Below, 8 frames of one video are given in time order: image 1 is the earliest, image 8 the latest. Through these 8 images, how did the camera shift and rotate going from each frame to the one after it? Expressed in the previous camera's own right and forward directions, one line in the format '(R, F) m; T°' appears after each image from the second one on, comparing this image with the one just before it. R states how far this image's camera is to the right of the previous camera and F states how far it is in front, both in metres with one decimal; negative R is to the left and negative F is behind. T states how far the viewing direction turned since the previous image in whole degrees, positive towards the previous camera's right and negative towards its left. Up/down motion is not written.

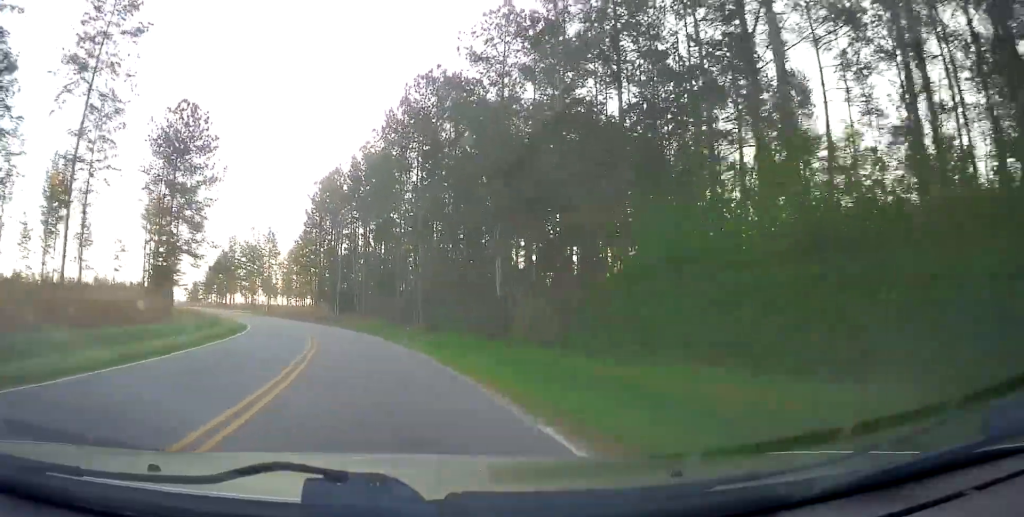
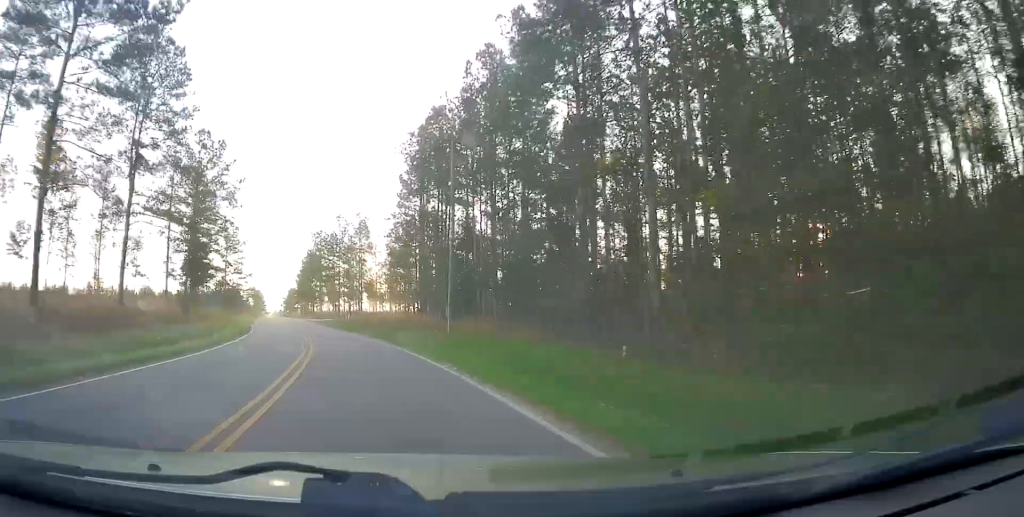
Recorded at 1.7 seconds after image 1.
(-0.9, +28.9) m; -7°
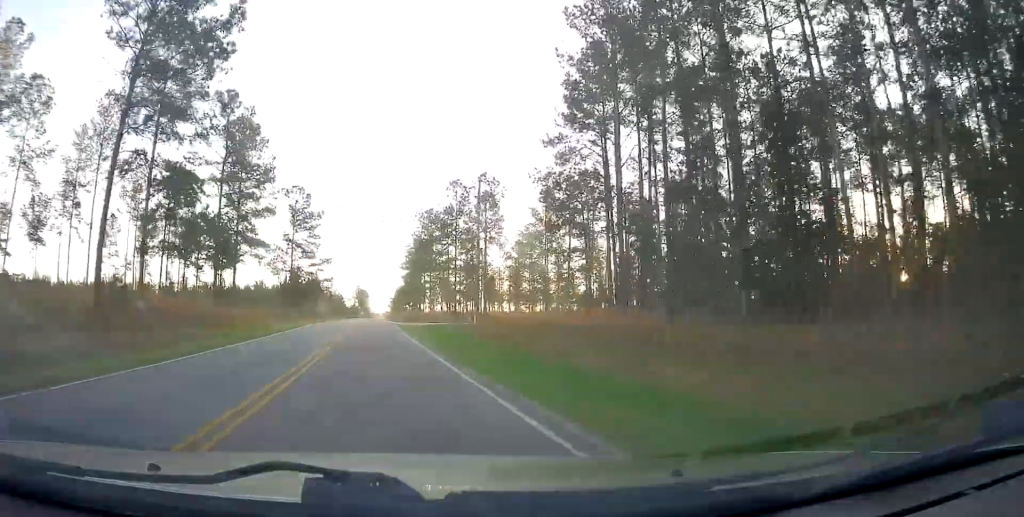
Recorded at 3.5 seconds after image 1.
(-3.9, +30.0) m; -13°
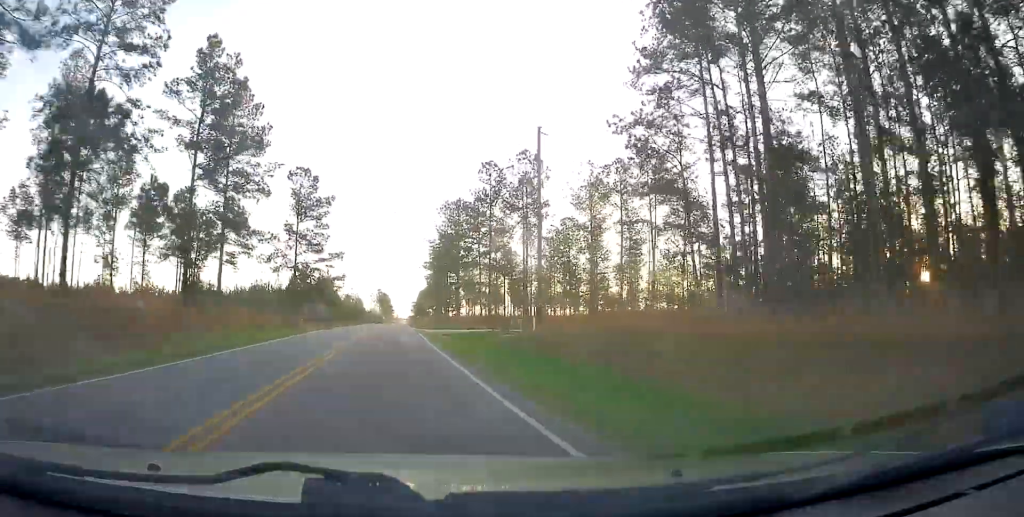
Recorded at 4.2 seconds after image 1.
(-0.2, +11.8) m; -3°
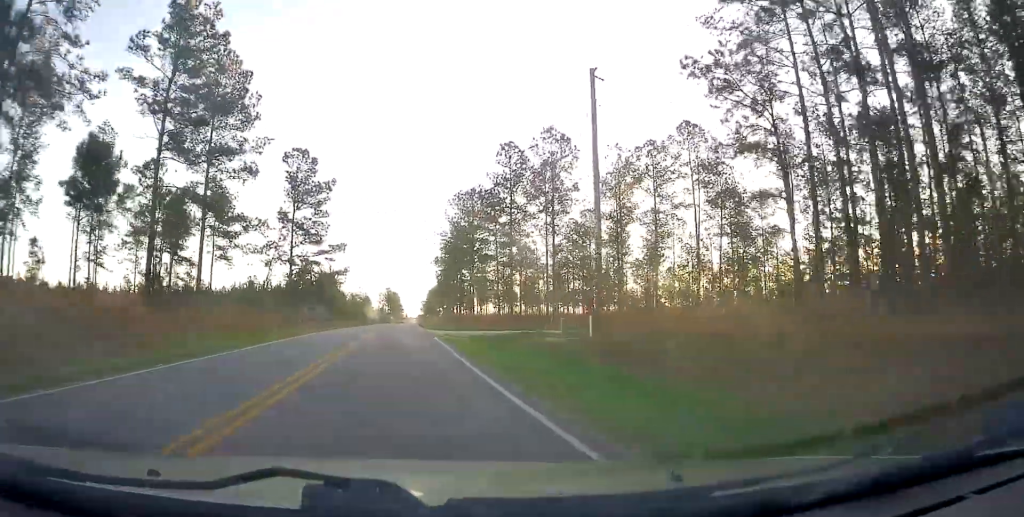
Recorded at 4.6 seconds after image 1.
(-0.3, +7.5) m; -2°
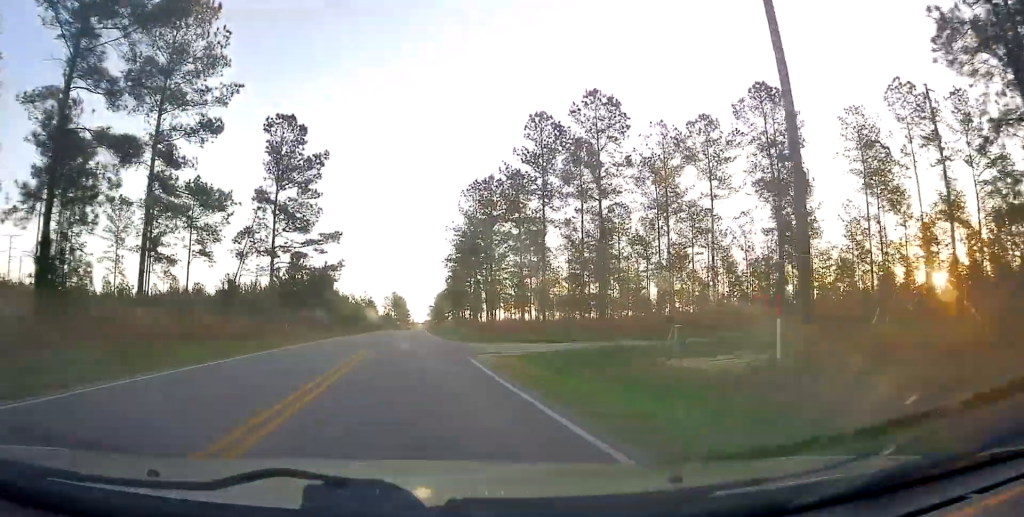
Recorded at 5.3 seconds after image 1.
(-0.3, +12.6) m; -3°
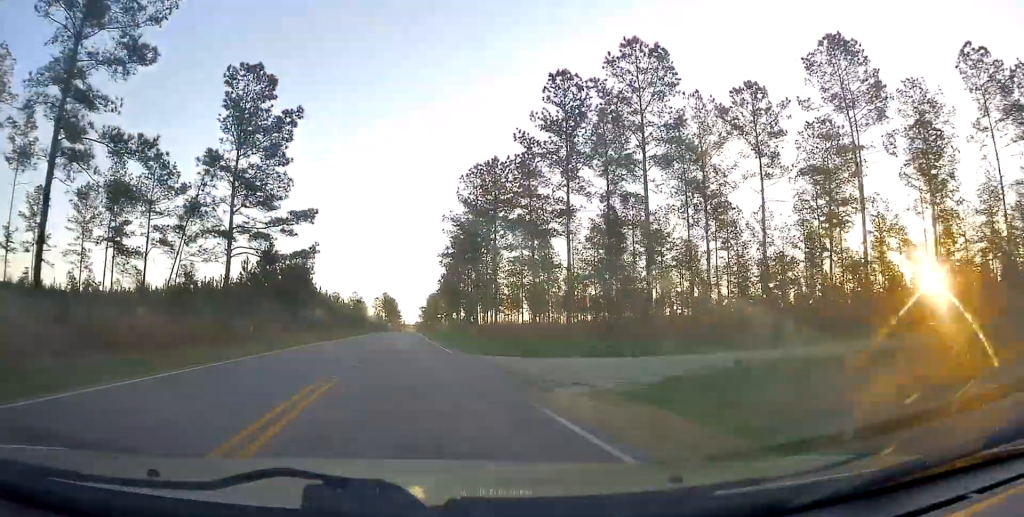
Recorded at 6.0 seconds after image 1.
(-0.4, +11.2) m; -2°
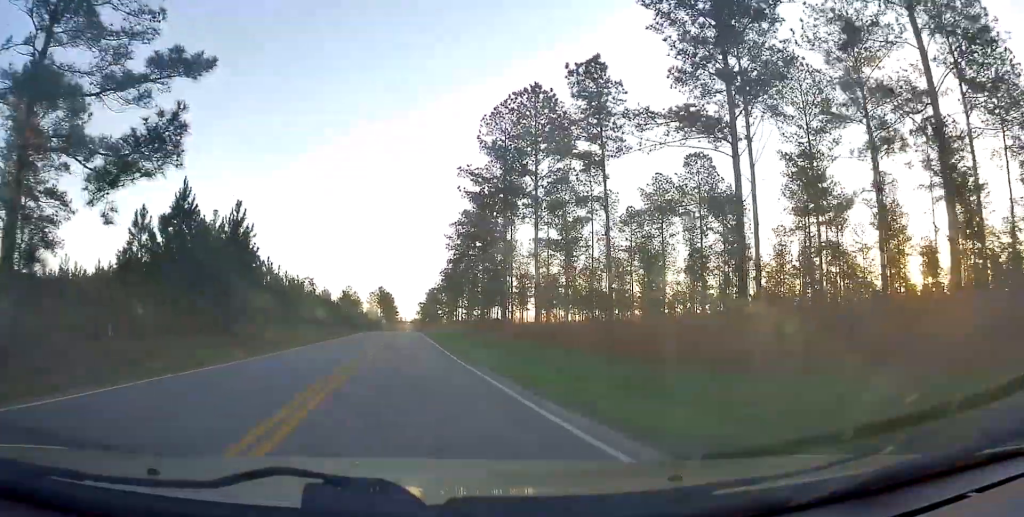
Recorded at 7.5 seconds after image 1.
(-0.5, +23.4) m; -1°
